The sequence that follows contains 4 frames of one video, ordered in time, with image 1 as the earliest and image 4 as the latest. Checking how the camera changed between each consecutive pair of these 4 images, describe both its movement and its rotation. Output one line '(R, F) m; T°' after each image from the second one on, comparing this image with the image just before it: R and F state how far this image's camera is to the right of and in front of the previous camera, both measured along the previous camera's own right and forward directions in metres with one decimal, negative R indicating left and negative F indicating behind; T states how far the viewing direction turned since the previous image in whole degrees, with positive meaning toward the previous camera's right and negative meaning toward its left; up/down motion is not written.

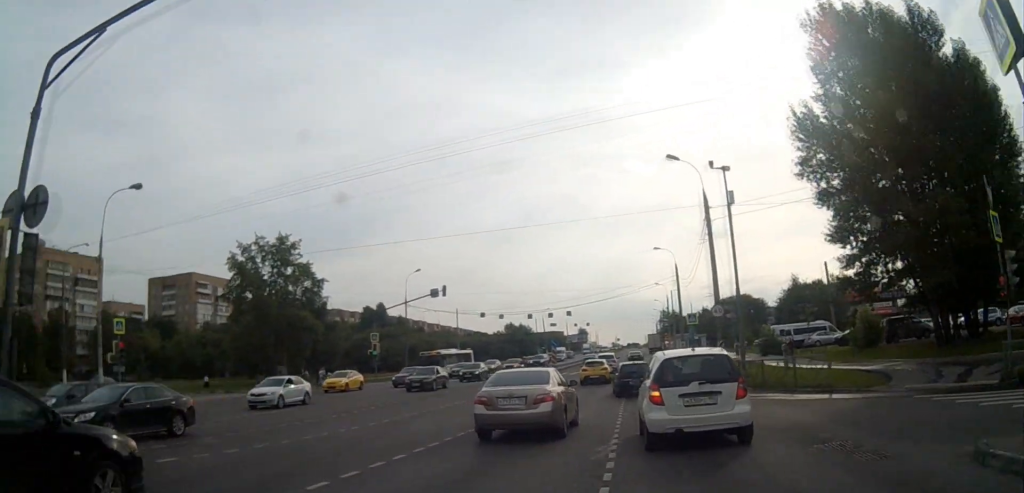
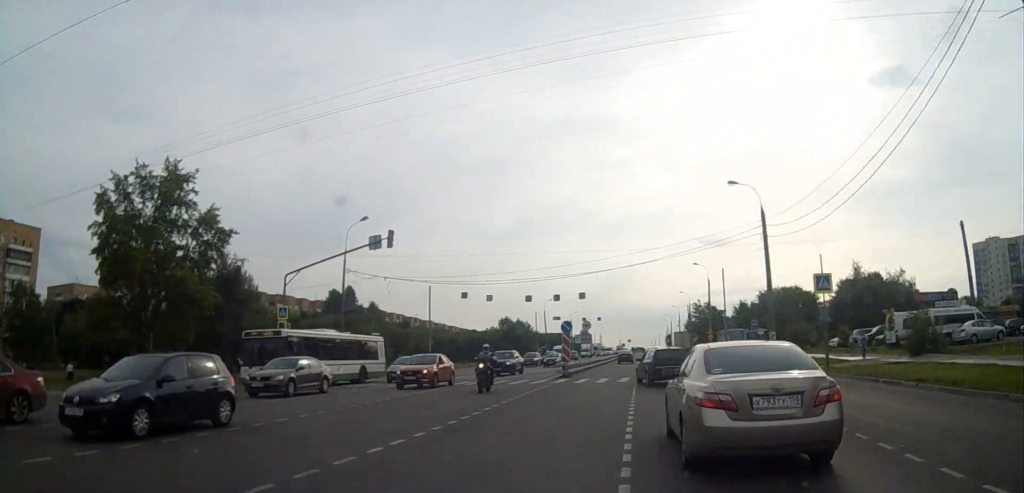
(-0.3, +23.8) m; +1°
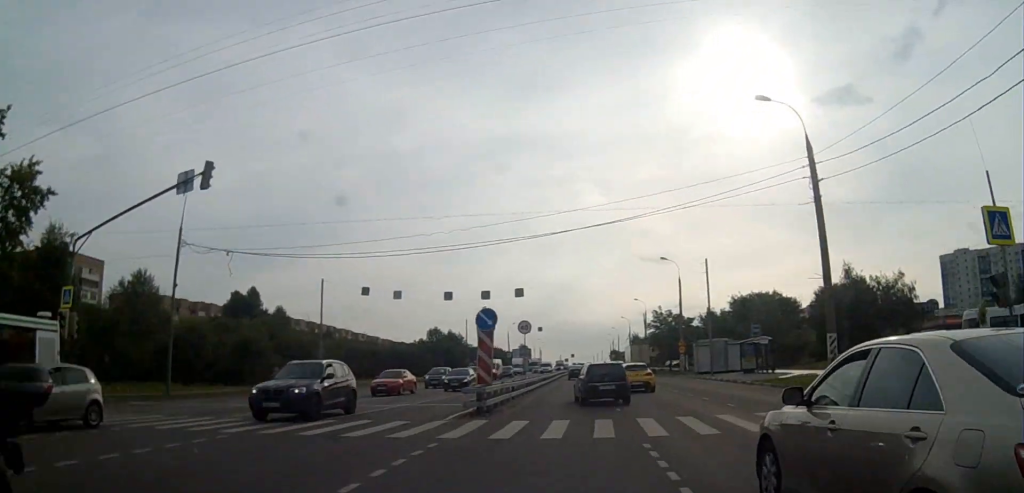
(+0.2, +16.0) m; +3°
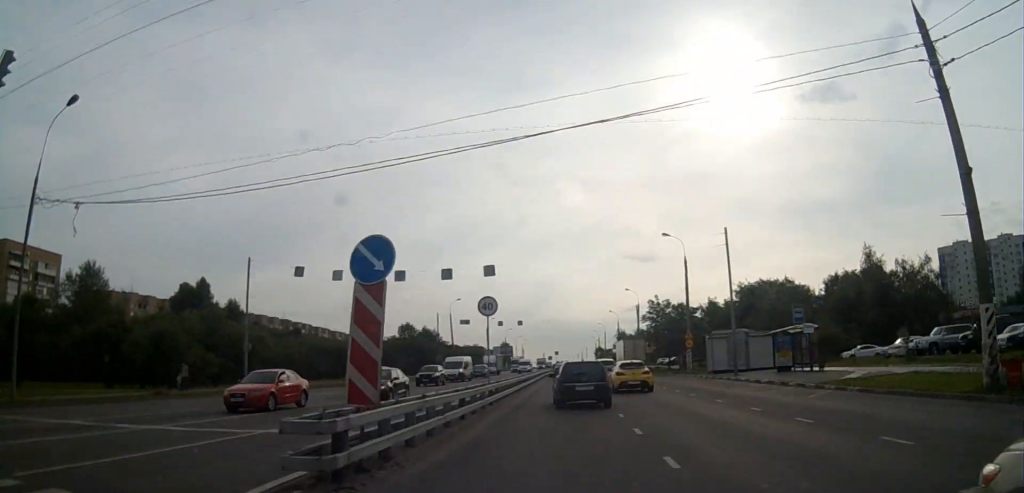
(+0.3, +11.0) m; +1°
